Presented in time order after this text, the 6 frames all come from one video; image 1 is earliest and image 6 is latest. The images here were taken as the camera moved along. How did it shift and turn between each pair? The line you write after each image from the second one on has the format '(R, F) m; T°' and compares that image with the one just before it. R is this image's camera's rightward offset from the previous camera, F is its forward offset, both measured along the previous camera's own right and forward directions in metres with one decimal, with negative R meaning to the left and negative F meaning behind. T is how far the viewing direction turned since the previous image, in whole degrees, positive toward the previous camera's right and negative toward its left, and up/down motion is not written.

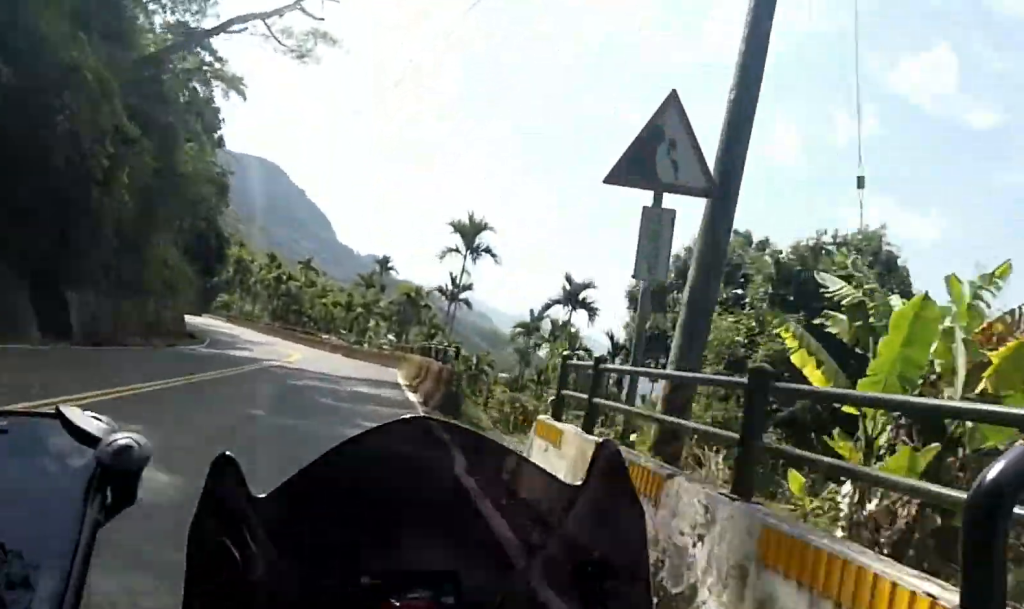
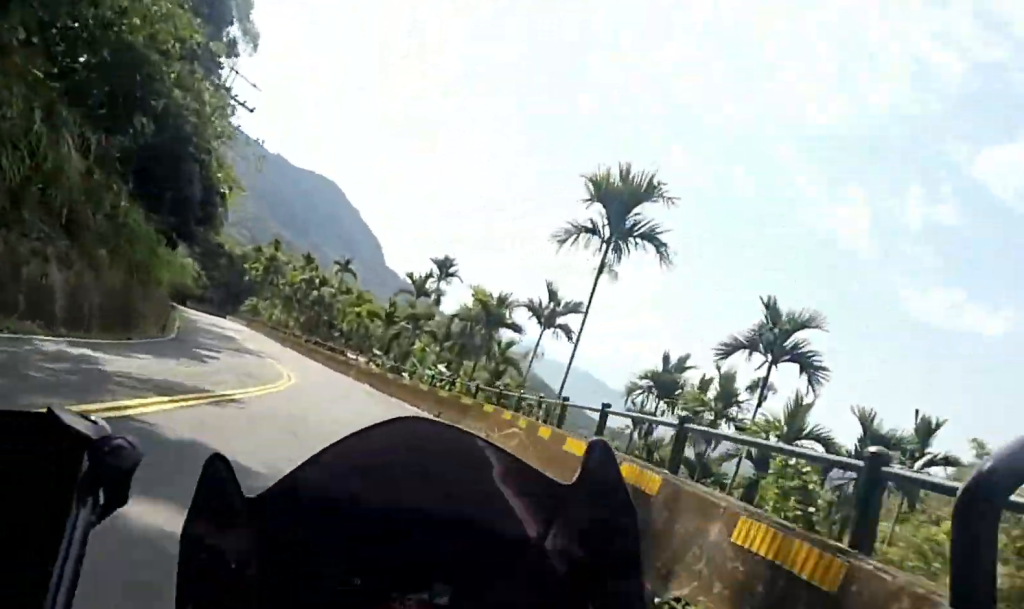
(-0.1, +14.7) m; -3°
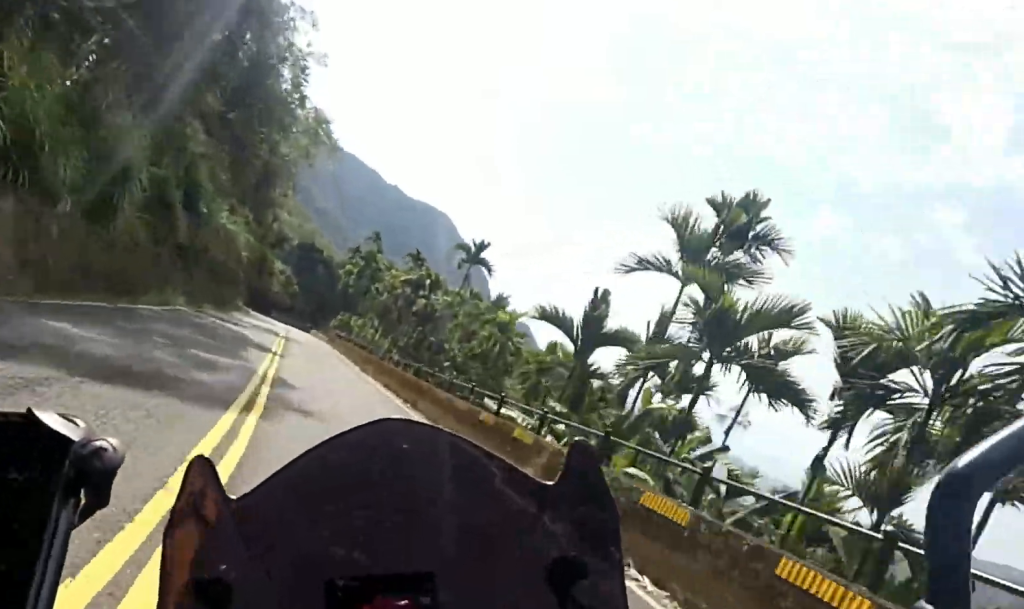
(-1.1, +21.6) m; -7°
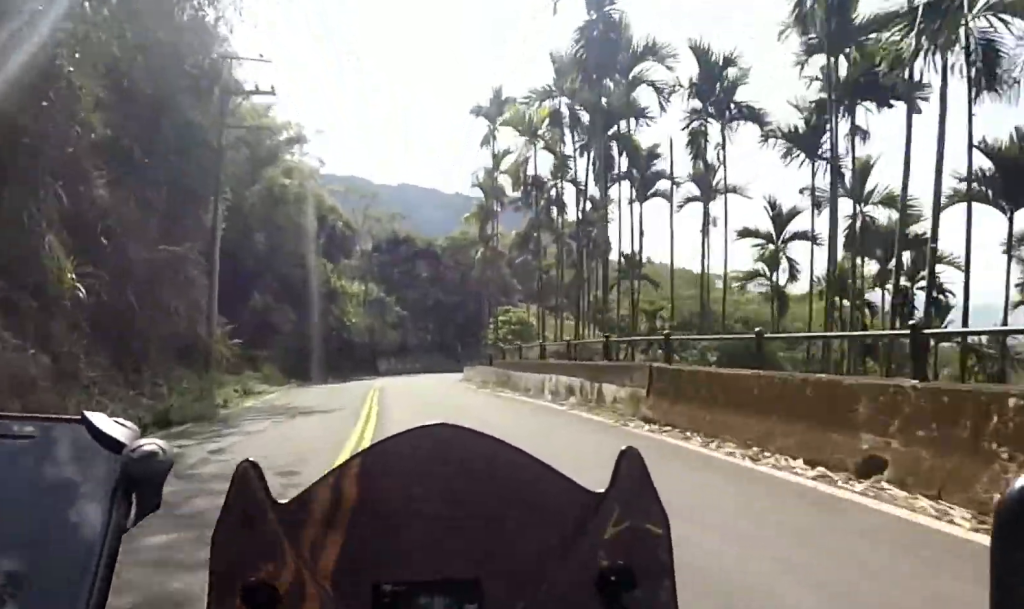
(-4.1, +46.2) m; -5°
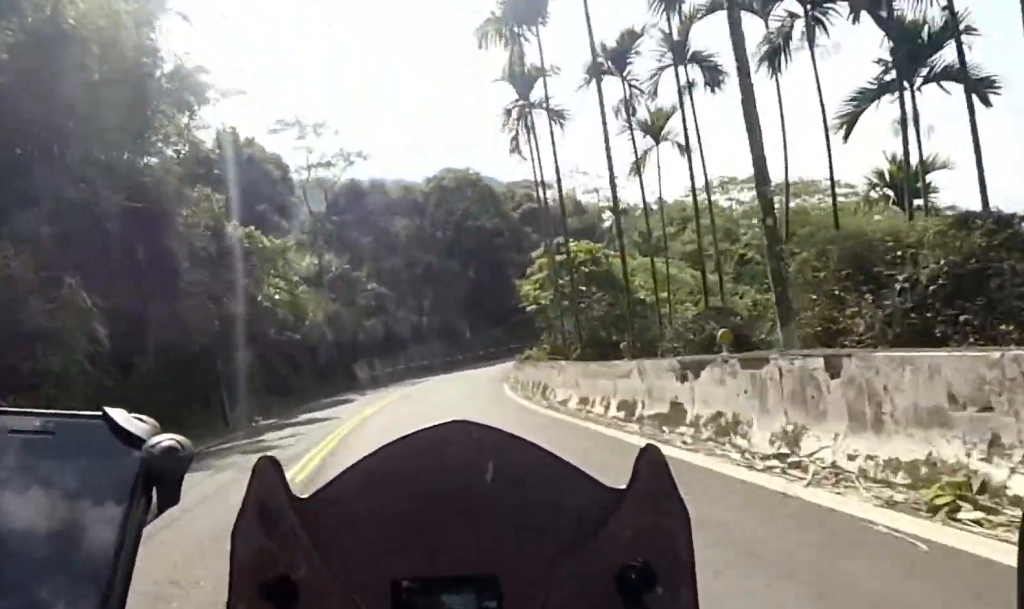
(+0.4, +20.1) m; 0°
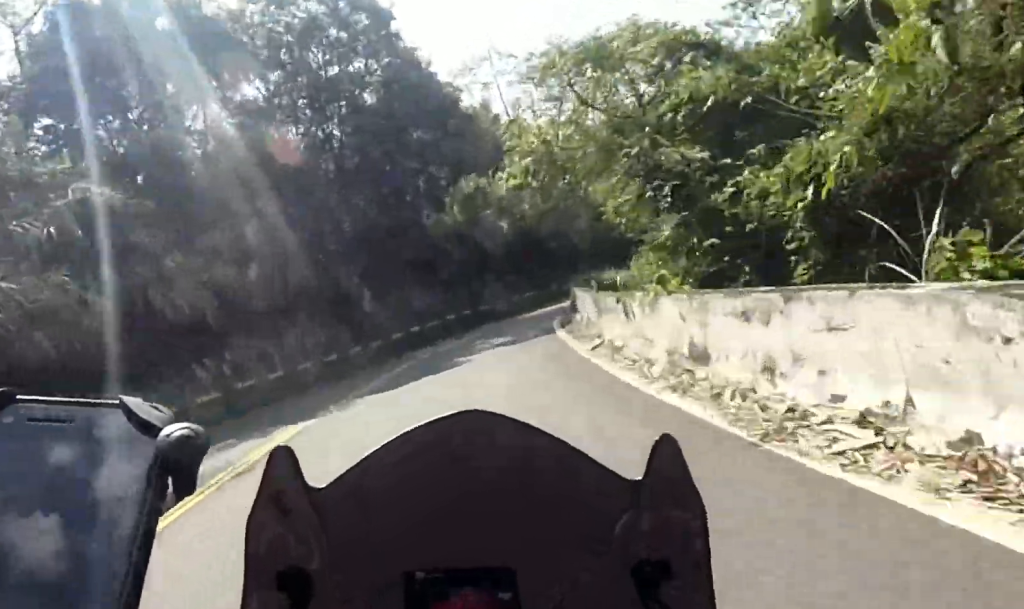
(+0.3, +27.6) m; +5°
